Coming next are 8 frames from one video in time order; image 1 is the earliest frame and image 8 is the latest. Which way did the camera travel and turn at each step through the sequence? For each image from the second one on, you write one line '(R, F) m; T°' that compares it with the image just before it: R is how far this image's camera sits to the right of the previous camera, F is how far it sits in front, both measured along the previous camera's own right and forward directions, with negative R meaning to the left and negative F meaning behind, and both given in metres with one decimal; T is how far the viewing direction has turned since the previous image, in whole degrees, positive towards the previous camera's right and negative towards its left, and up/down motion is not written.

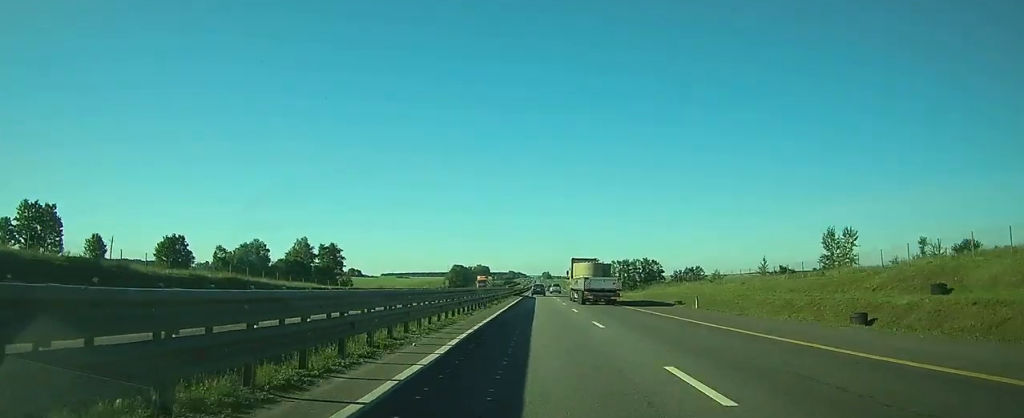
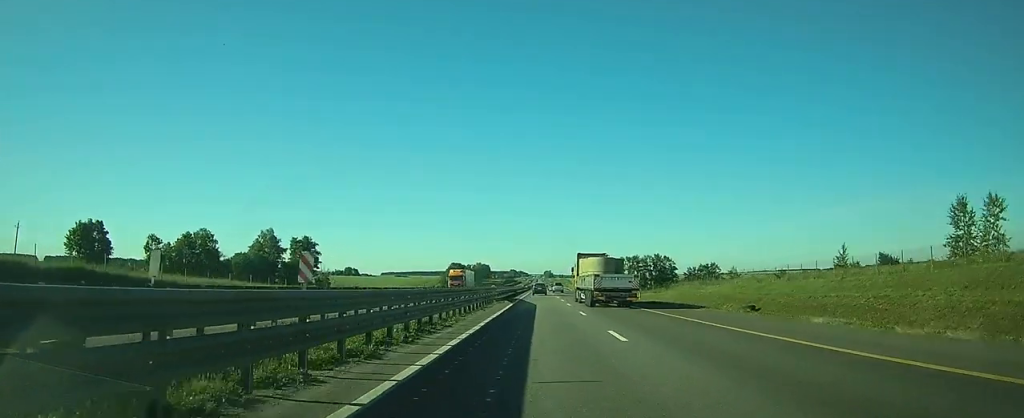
(0.0, +28.5) m; 0°
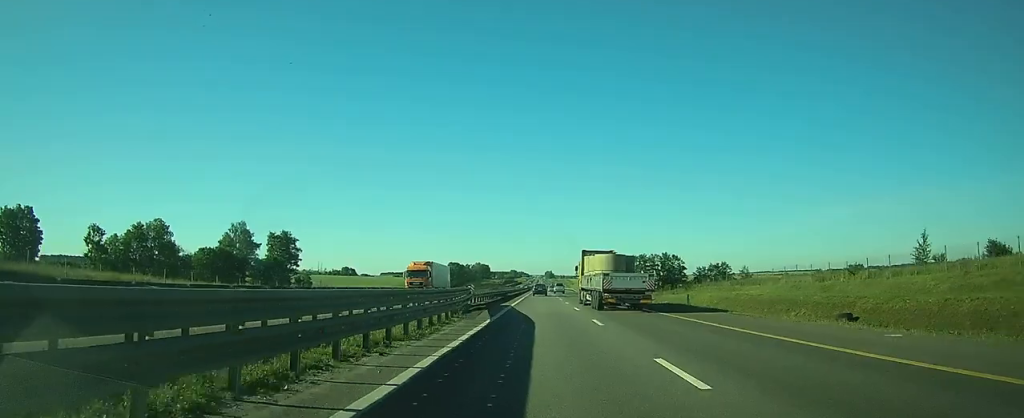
(0.0, +18.3) m; 0°
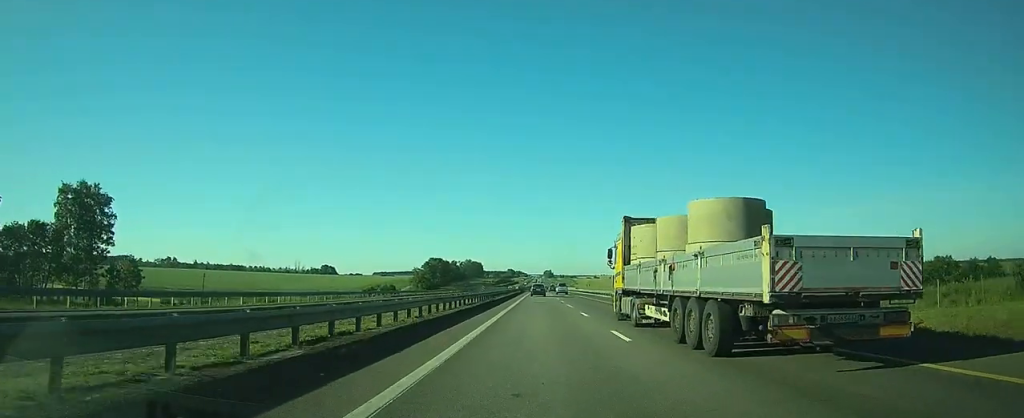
(-0.2, +89.2) m; 0°
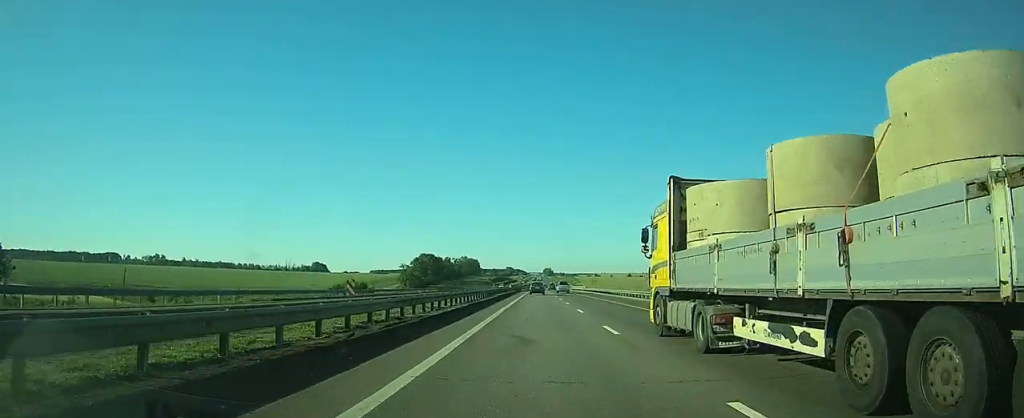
(+0.1, +34.3) m; 0°
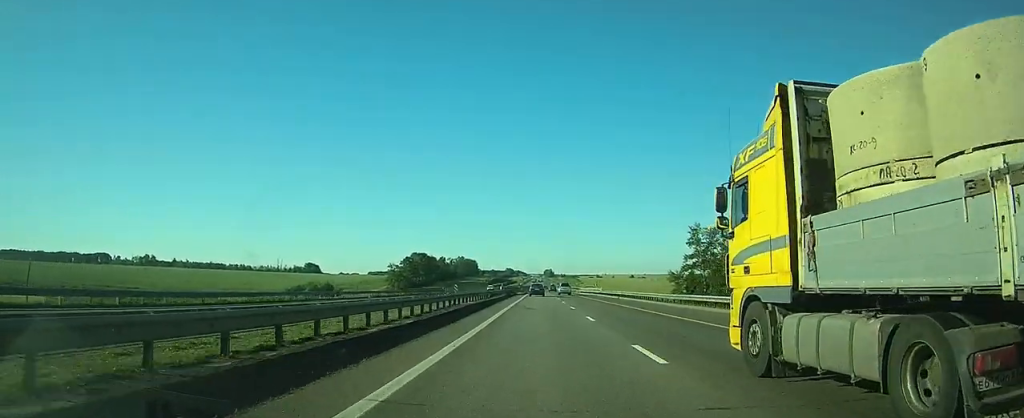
(0.0, +29.6) m; 0°
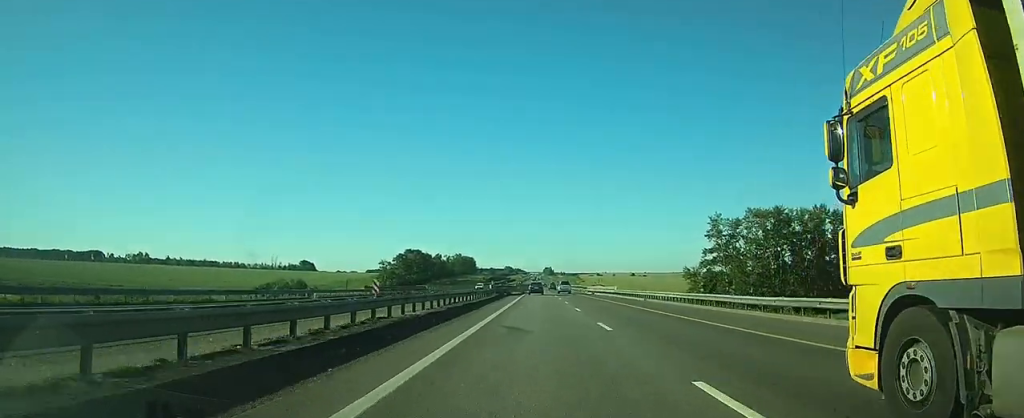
(0.0, +17.1) m; 0°
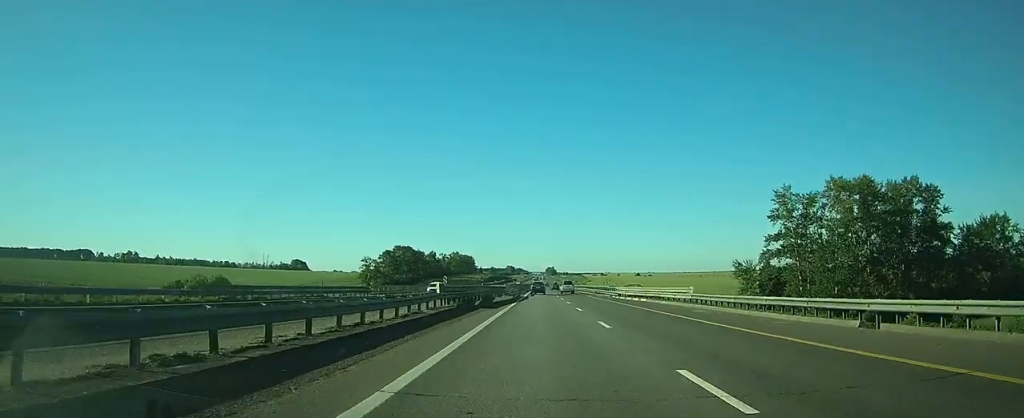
(0.0, +35.0) m; 0°
